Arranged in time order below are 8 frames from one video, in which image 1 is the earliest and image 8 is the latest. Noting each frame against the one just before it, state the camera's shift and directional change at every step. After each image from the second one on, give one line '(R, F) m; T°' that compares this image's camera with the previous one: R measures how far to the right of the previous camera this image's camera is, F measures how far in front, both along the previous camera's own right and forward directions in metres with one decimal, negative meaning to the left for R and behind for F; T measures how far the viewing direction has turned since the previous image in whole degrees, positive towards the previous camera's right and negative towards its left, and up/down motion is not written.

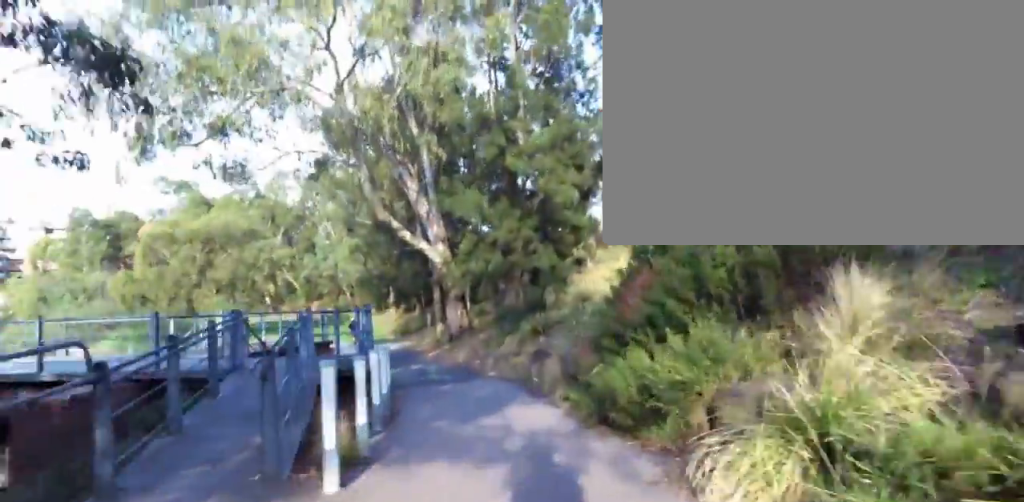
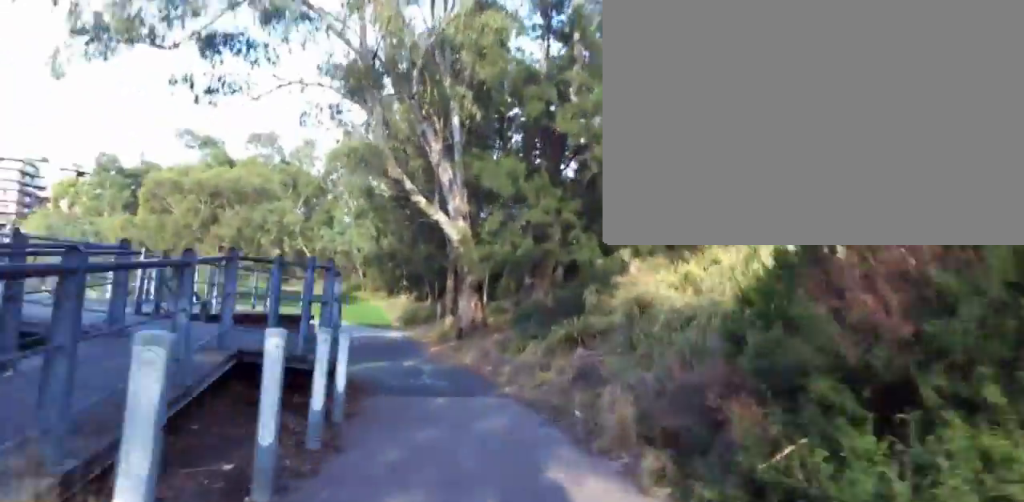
(-0.4, +4.6) m; -1°
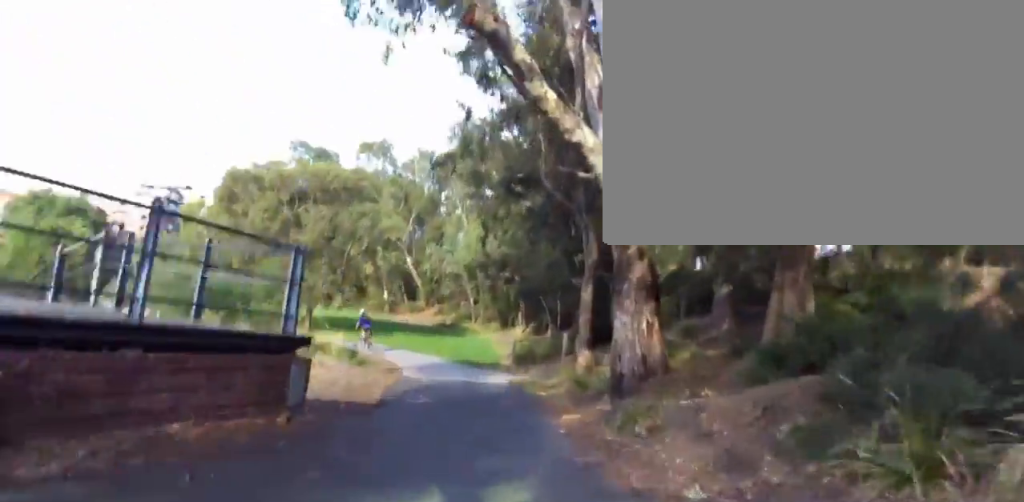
(-0.3, +10.8) m; 0°
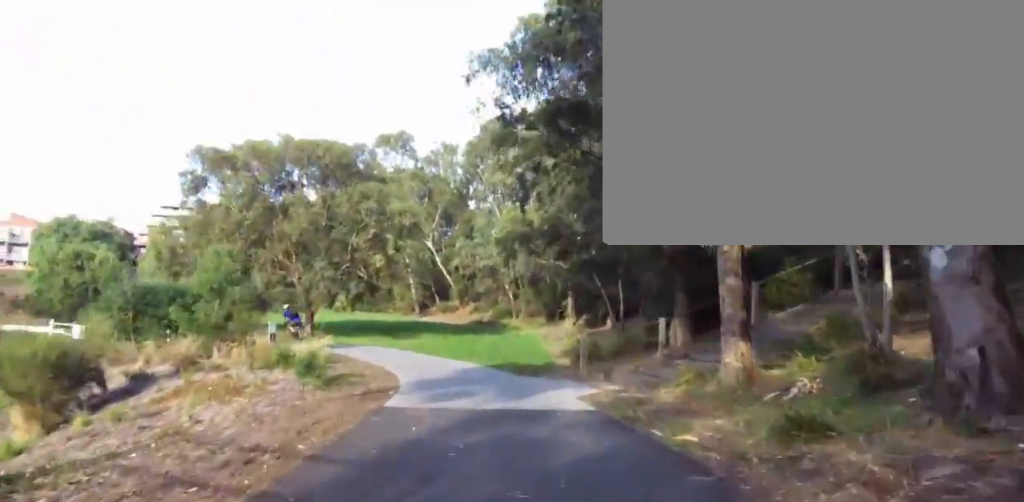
(+0.4, +8.8) m; -4°
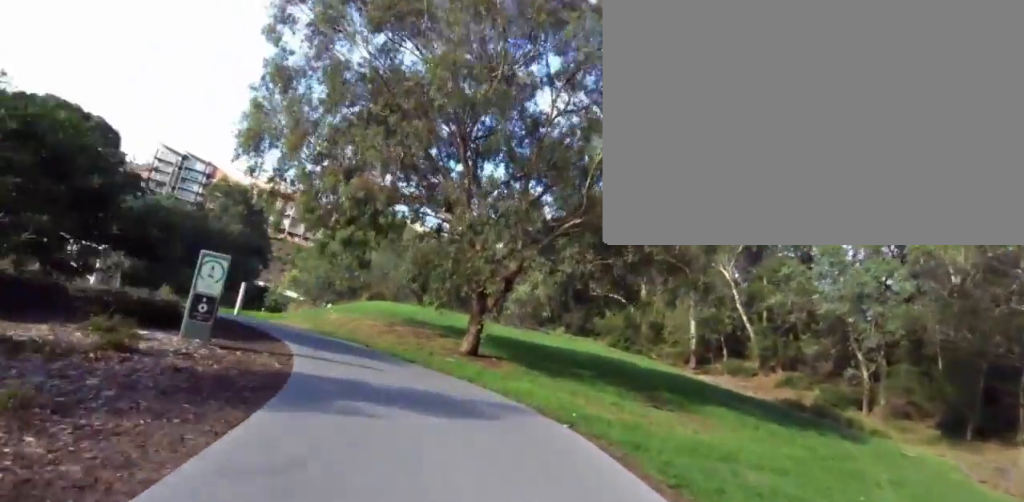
(-4.4, +17.6) m; -33°
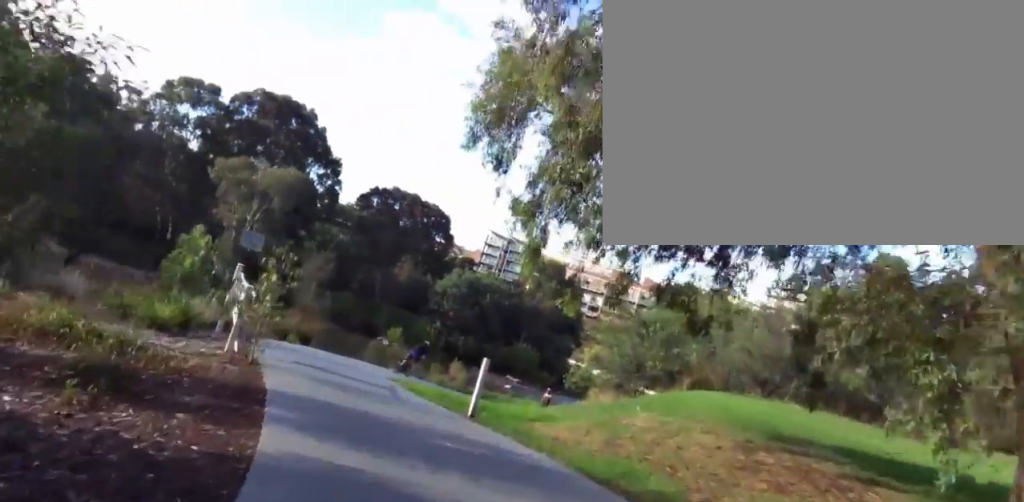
(-1.8, +8.9) m; -19°
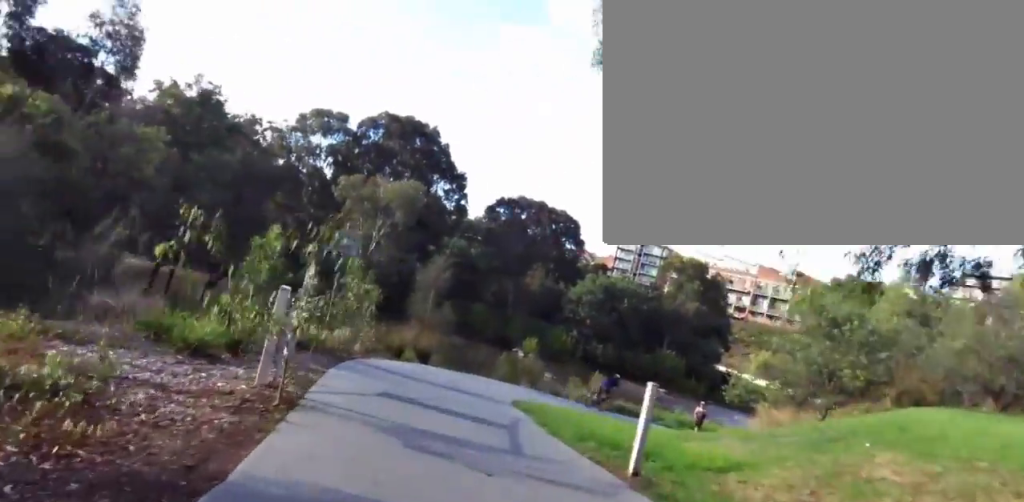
(+0.2, +3.8) m; -7°
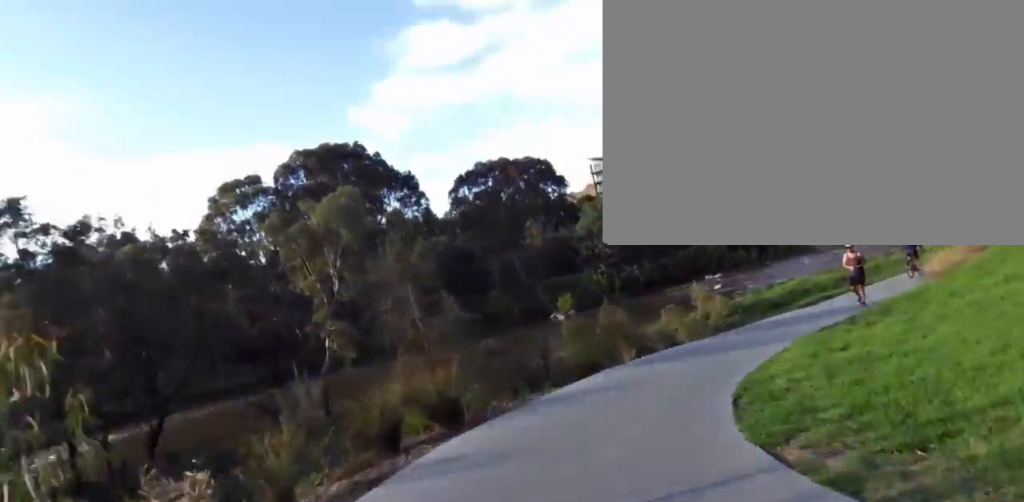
(-2.2, +9.5) m; -13°
